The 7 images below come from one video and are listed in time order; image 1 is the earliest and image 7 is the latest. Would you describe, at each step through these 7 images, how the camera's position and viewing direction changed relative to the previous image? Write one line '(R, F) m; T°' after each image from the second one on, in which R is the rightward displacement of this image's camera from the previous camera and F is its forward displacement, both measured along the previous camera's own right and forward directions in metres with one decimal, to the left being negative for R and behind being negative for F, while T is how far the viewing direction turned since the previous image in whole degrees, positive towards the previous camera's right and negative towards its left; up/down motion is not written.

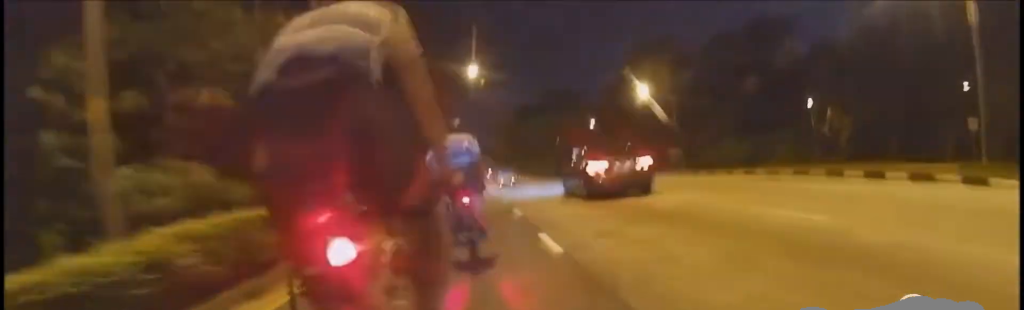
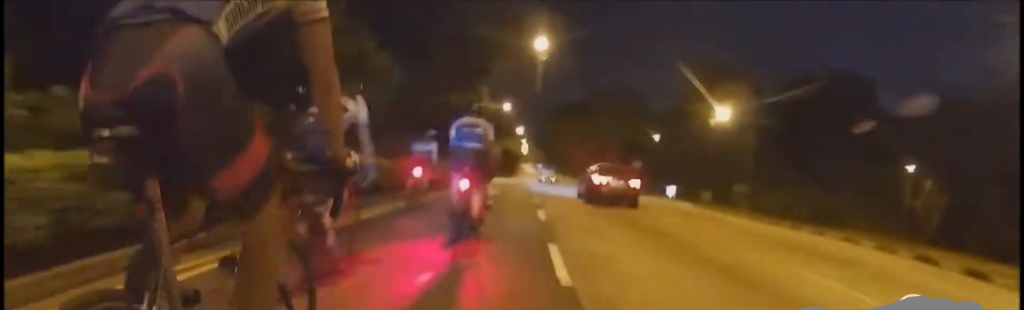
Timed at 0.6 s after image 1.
(+0.1, +7.3) m; 0°
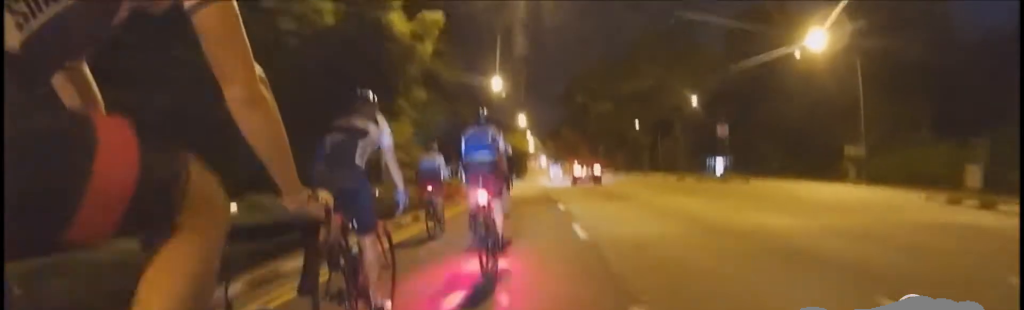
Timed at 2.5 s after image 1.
(0.0, +21.7) m; 0°
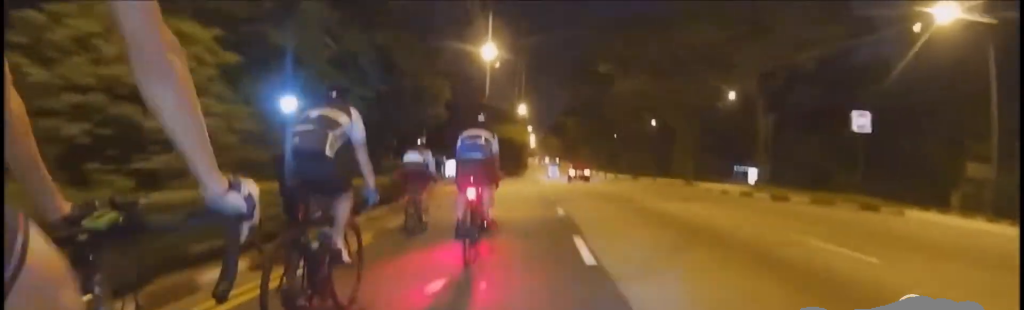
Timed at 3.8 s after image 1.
(0.0, +14.1) m; 0°
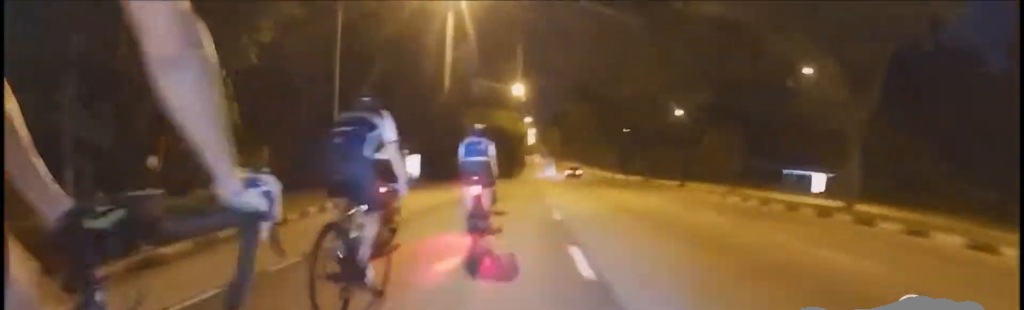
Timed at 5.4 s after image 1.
(+0.4, +19.4) m; +1°
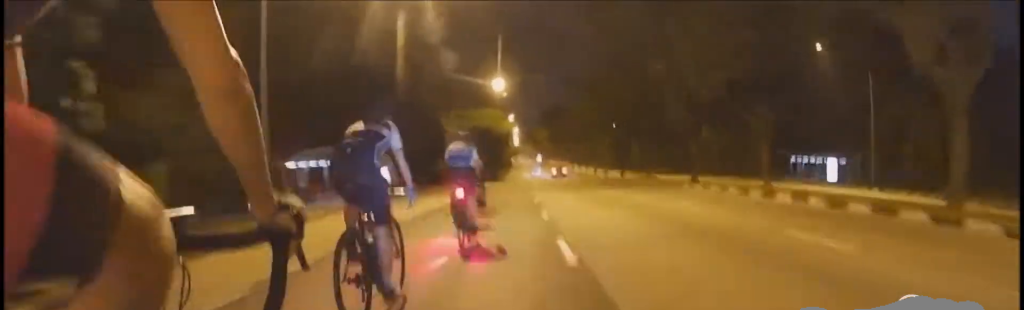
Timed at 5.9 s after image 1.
(+0.1, +5.5) m; -1°
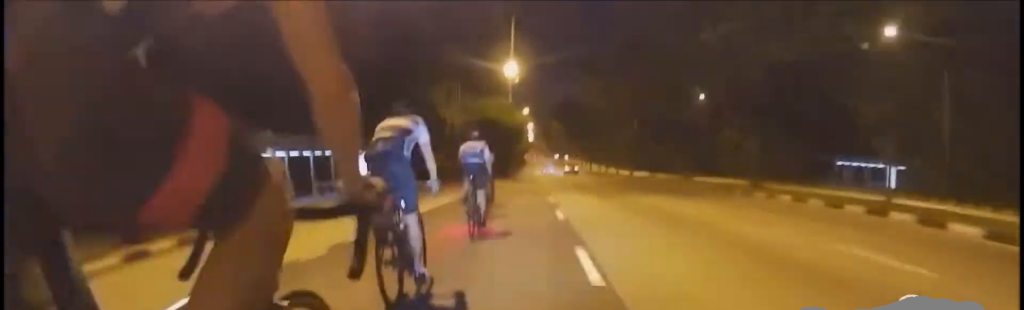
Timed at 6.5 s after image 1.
(-0.1, +7.4) m; 0°
